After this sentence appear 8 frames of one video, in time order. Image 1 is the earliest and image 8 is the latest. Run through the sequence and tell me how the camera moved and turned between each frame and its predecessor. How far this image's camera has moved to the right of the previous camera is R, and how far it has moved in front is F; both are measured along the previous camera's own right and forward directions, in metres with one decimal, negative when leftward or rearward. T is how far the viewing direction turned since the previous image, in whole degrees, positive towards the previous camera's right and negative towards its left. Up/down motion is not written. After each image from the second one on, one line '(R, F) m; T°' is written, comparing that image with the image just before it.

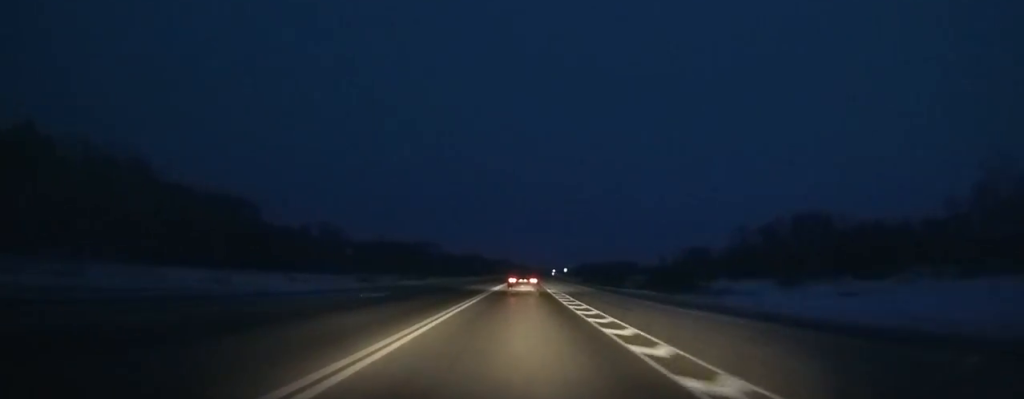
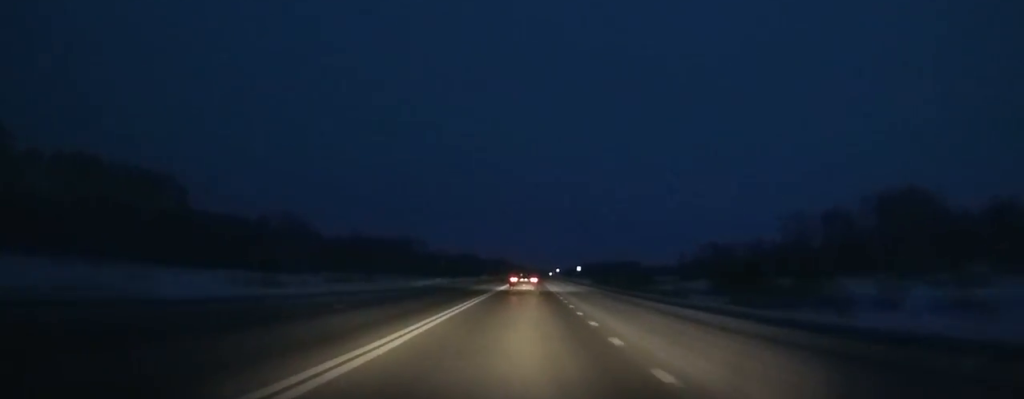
(+0.1, +49.6) m; +1°
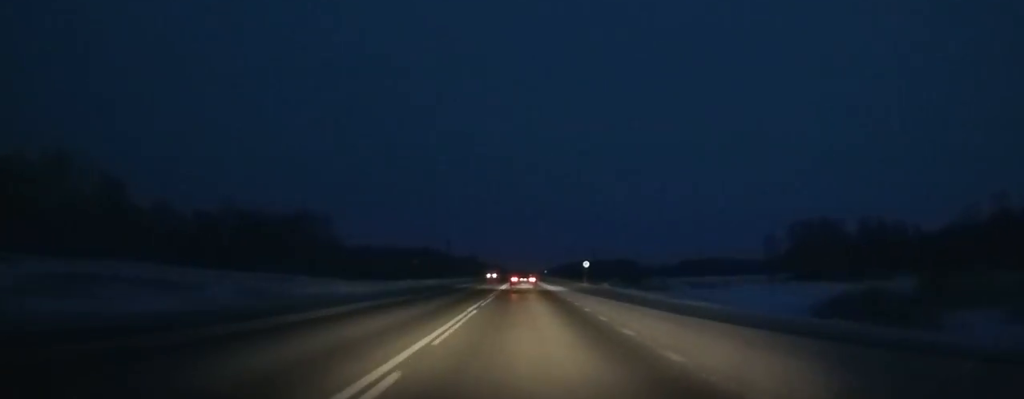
(+2.4, +134.8) m; +2°
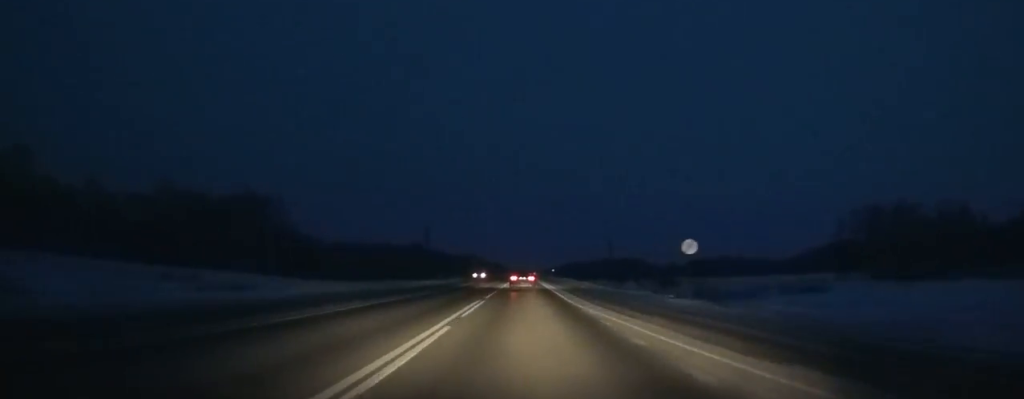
(0.0, +41.7) m; 0°
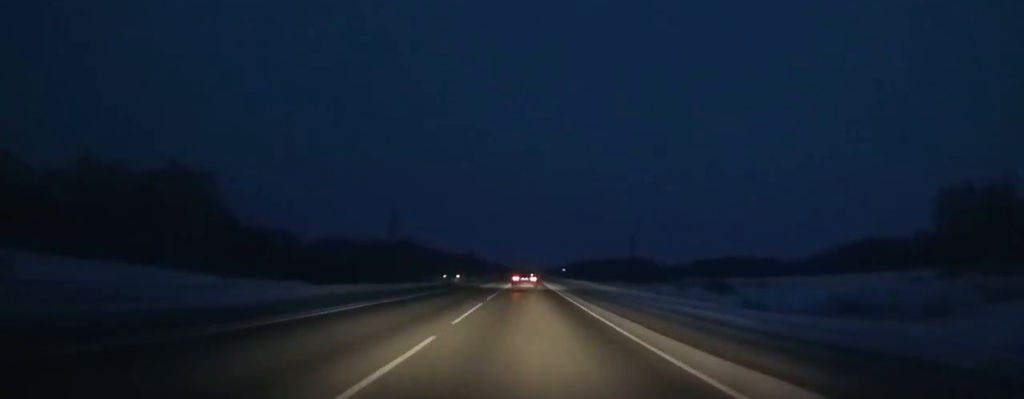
(+0.1, +37.5) m; 0°
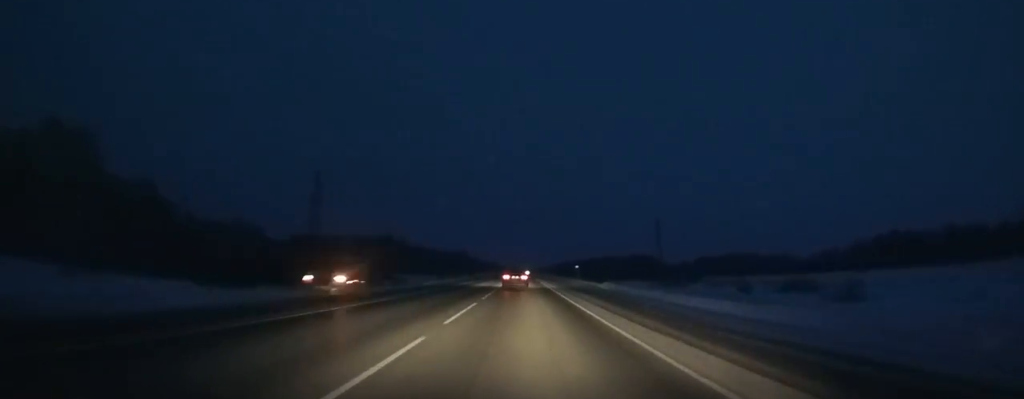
(0.0, +35.6) m; 0°
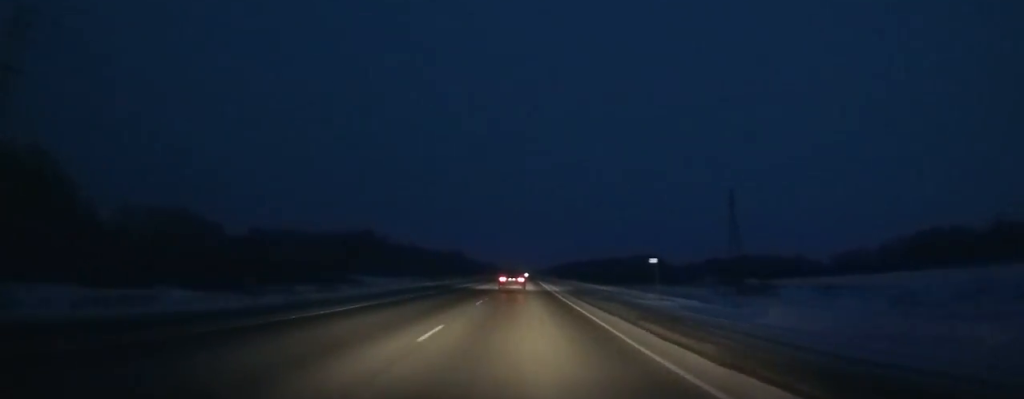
(+0.1, +46.4) m; 0°
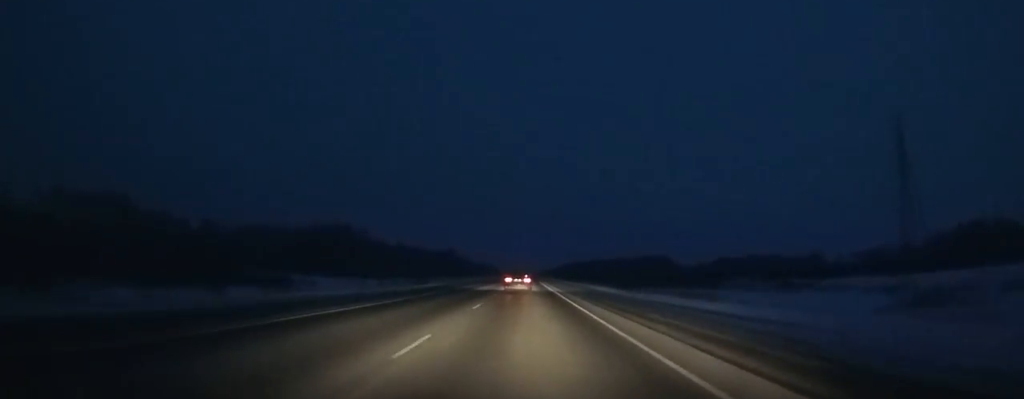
(0.0, +38.4) m; 0°
